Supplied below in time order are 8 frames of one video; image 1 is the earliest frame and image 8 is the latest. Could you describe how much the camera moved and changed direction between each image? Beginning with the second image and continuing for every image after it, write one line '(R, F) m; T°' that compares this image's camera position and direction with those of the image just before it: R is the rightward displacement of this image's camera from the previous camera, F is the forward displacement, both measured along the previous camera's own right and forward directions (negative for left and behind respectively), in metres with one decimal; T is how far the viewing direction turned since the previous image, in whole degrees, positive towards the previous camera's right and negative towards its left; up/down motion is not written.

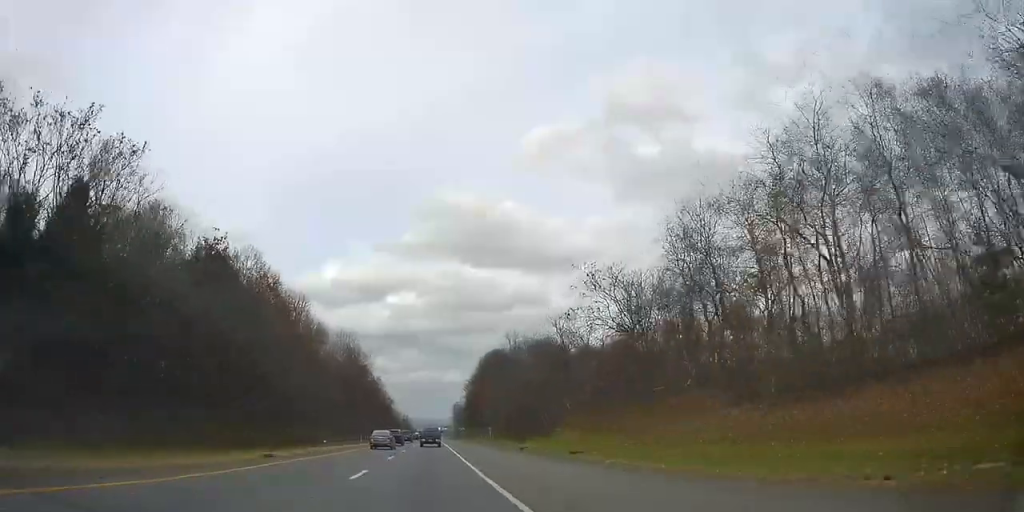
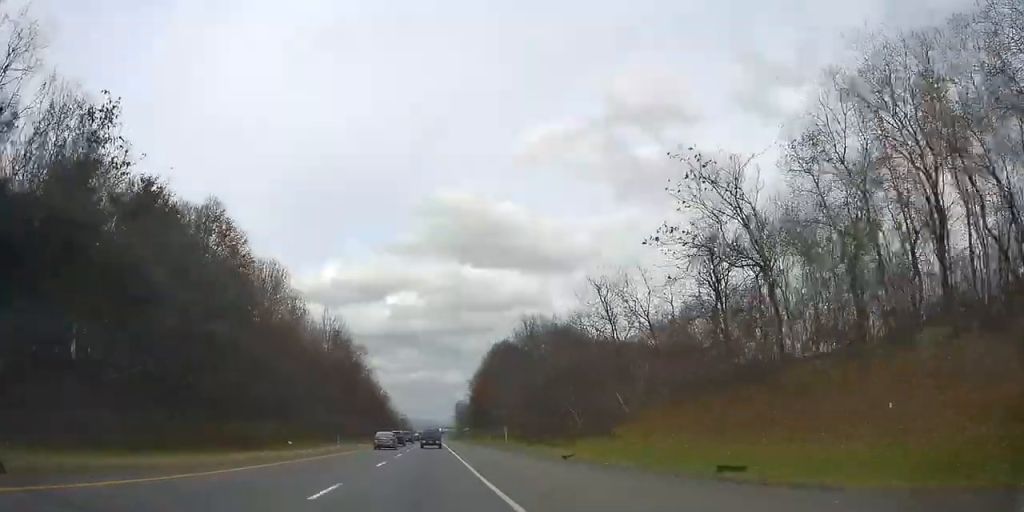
(0.0, +17.2) m; 0°
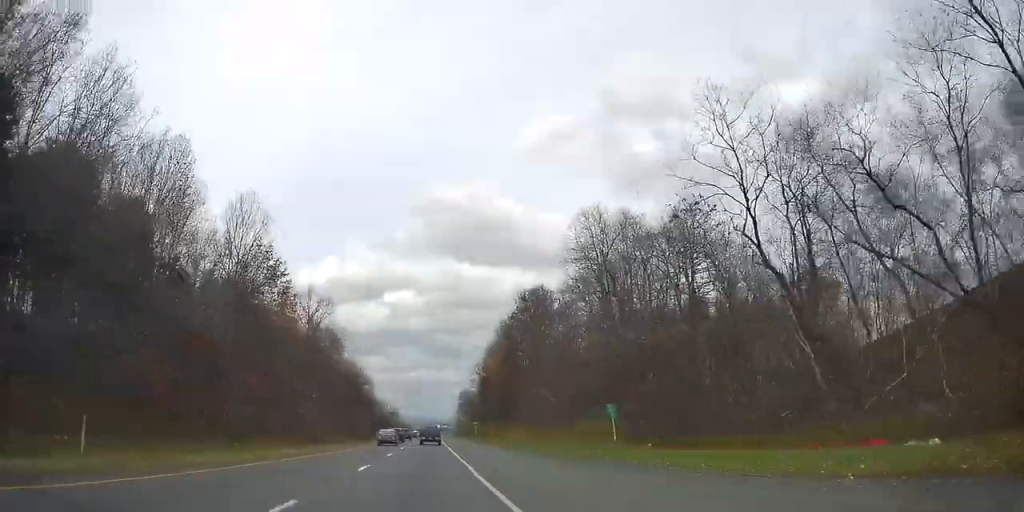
(+0.4, +40.5) m; +2°
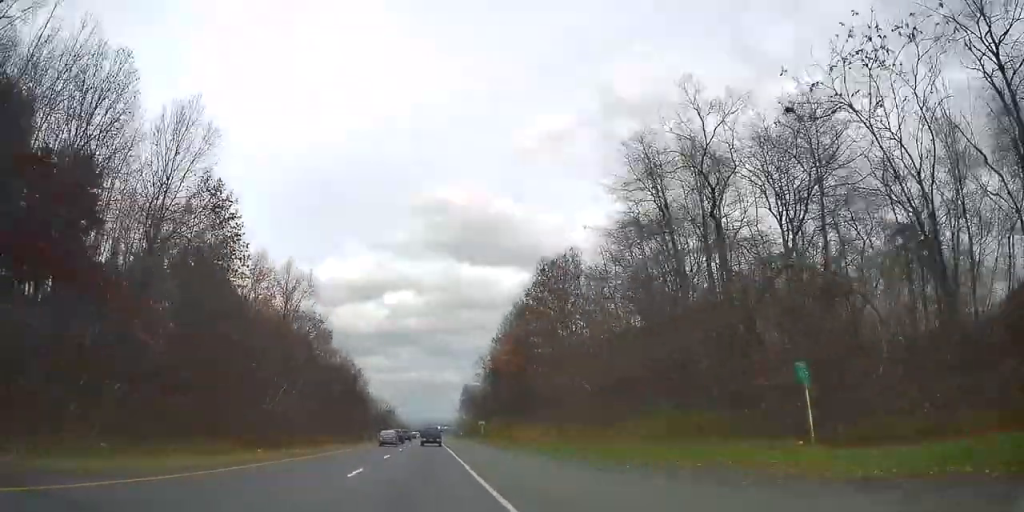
(+0.3, +14.4) m; +1°
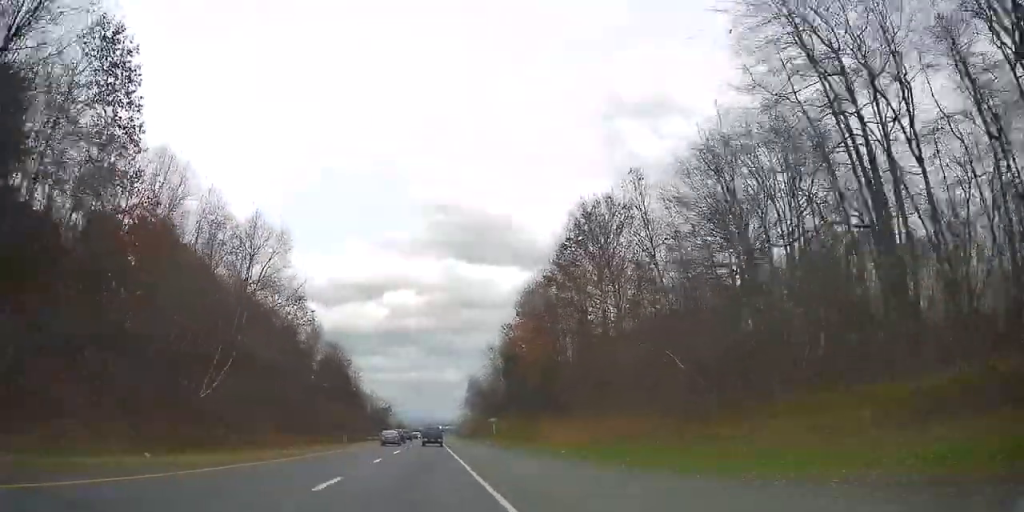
(-0.2, +16.8) m; -1°
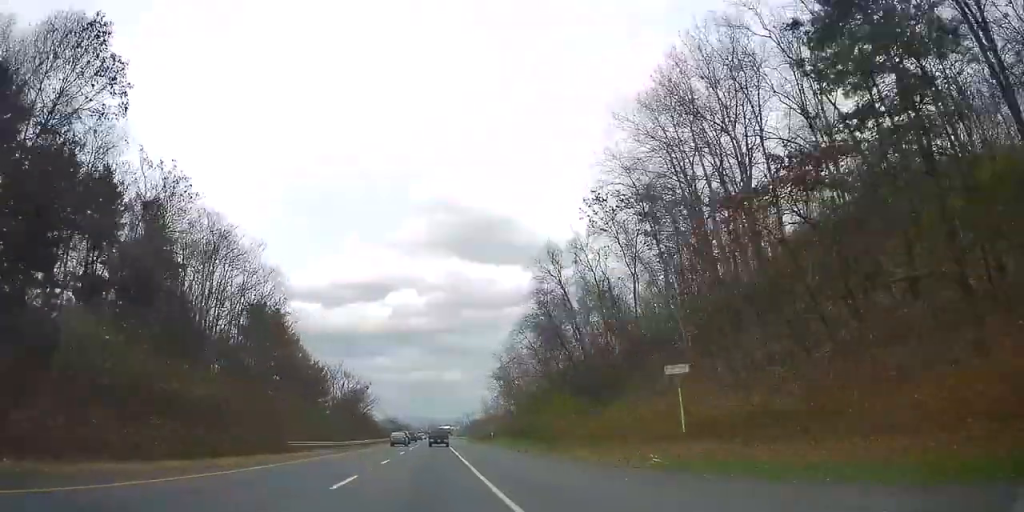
(-0.9, +60.6) m; -1°
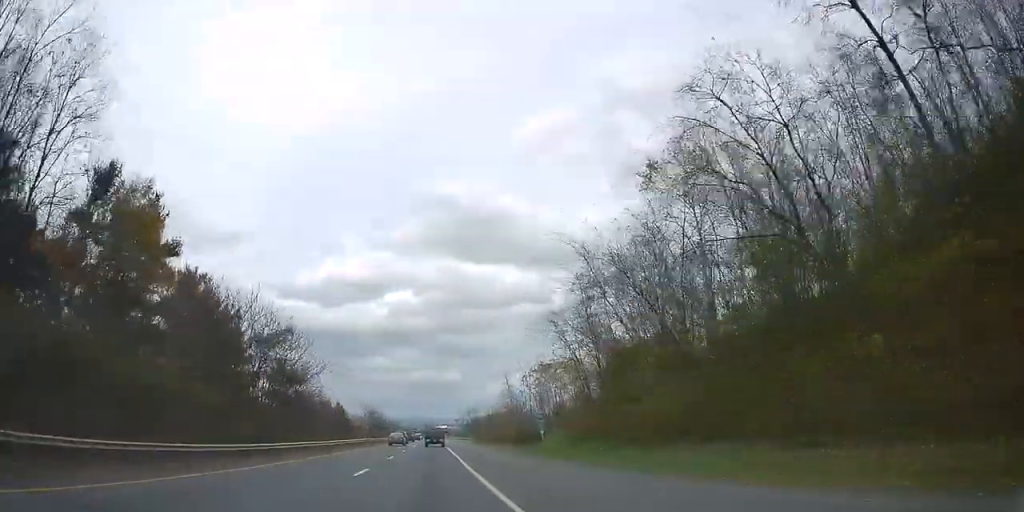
(+0.4, +45.3) m; +1°
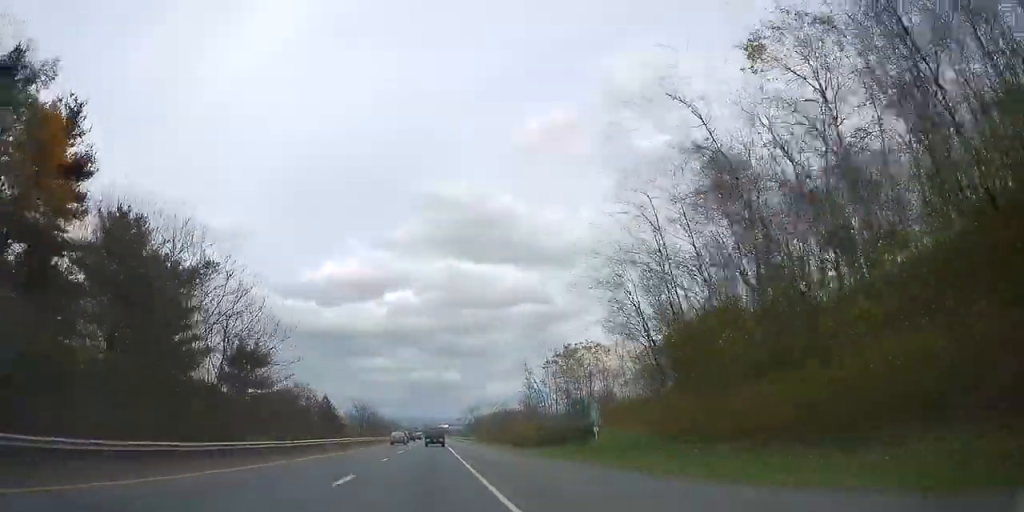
(-0.1, +15.3) m; 0°
